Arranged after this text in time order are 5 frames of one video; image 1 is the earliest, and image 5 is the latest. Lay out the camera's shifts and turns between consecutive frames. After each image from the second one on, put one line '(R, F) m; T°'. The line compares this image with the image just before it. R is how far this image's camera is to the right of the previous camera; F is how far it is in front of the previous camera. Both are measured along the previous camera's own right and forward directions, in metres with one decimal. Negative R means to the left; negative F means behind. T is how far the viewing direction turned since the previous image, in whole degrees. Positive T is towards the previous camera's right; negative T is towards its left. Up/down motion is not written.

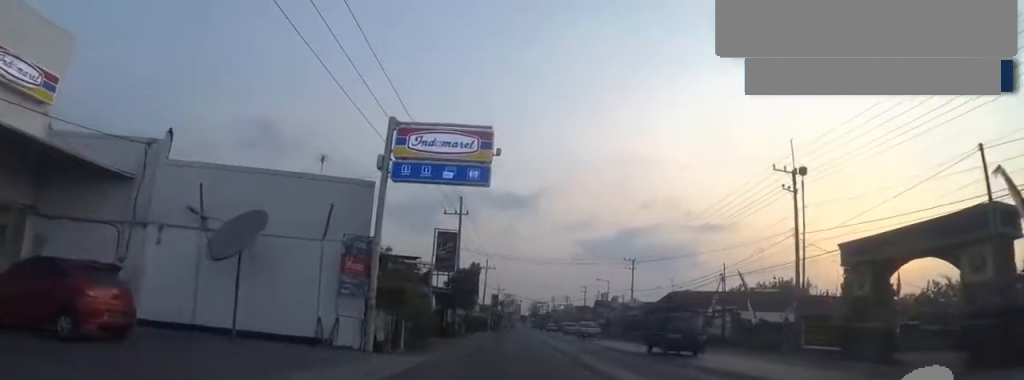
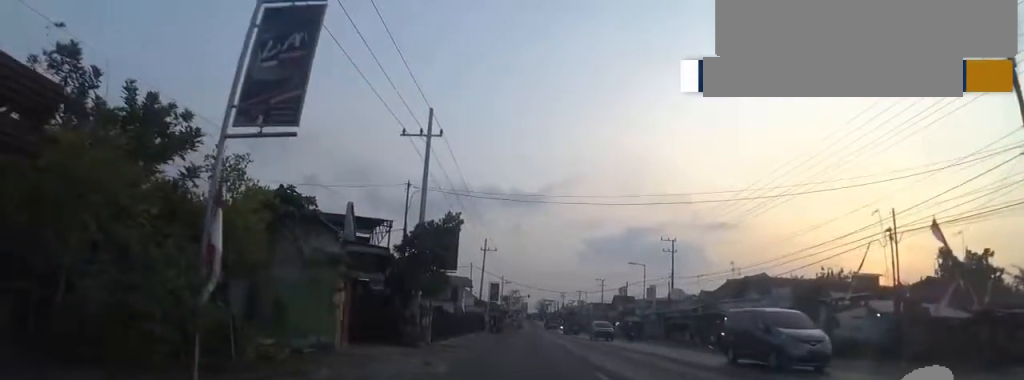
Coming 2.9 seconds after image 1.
(+0.8, +16.8) m; 0°
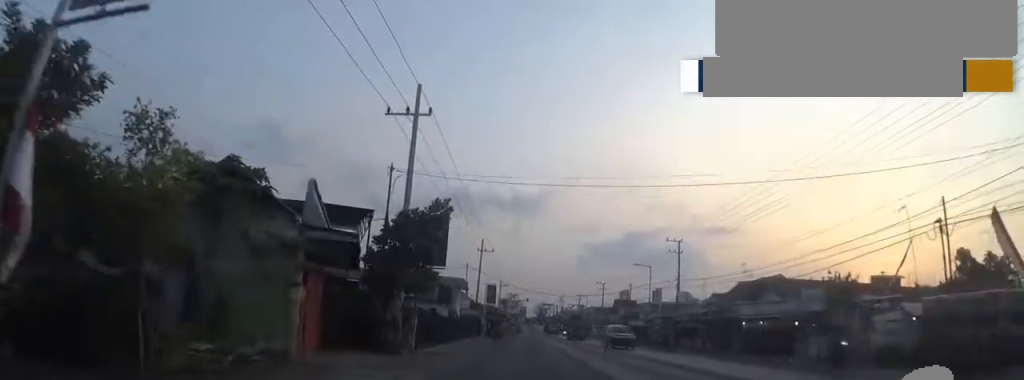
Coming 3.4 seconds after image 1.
(-0.3, +2.7) m; 0°
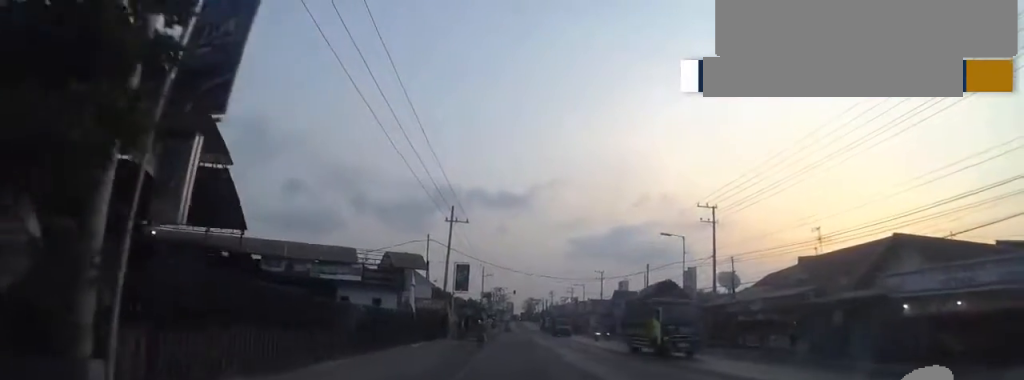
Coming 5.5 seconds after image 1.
(+0.9, +13.6) m; +7°
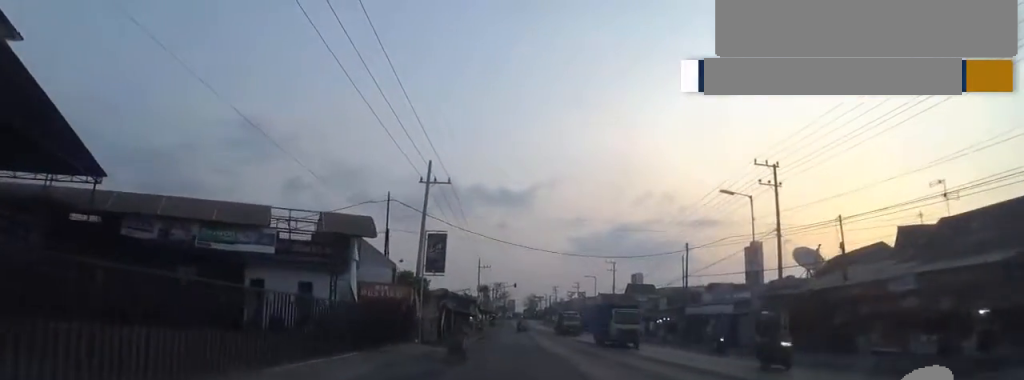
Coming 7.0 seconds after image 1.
(0.0, +10.4) m; -2°
